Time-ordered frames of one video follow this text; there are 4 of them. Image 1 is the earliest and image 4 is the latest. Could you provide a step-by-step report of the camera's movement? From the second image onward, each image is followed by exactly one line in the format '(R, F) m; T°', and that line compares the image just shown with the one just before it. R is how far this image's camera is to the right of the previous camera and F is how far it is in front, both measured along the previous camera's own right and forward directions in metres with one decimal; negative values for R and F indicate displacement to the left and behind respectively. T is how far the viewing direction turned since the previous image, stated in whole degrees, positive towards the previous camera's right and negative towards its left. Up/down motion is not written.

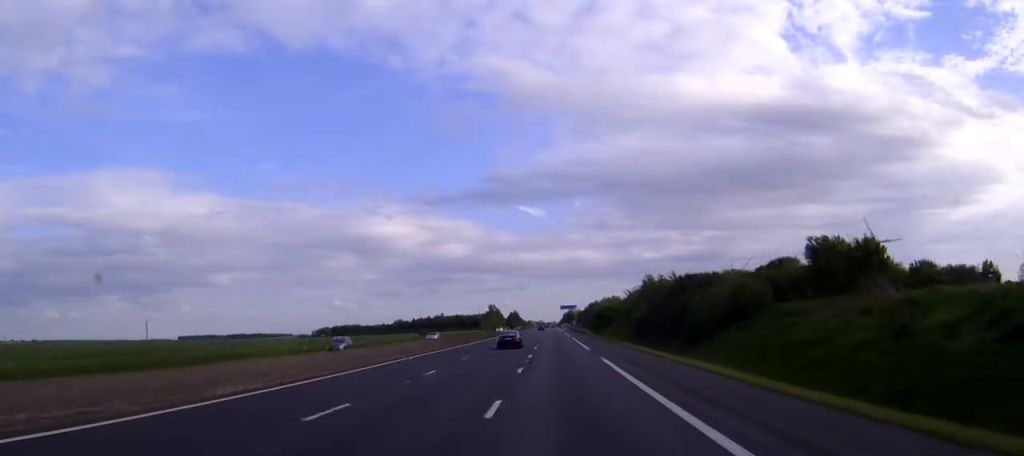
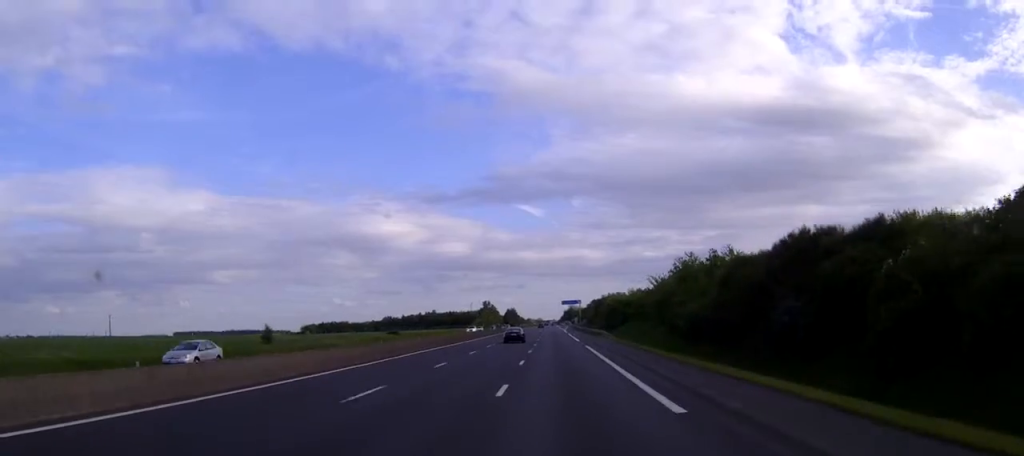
(0.0, +35.6) m; 0°
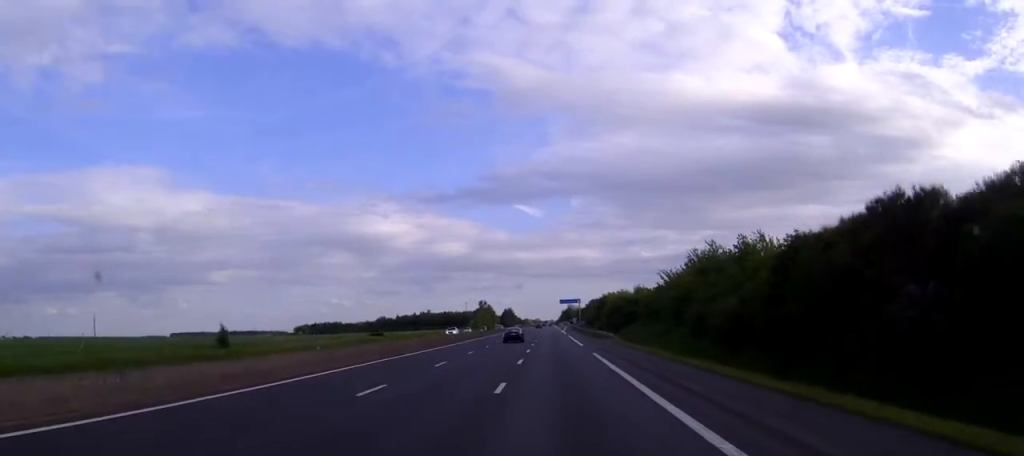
(0.0, +12.2) m; 0°
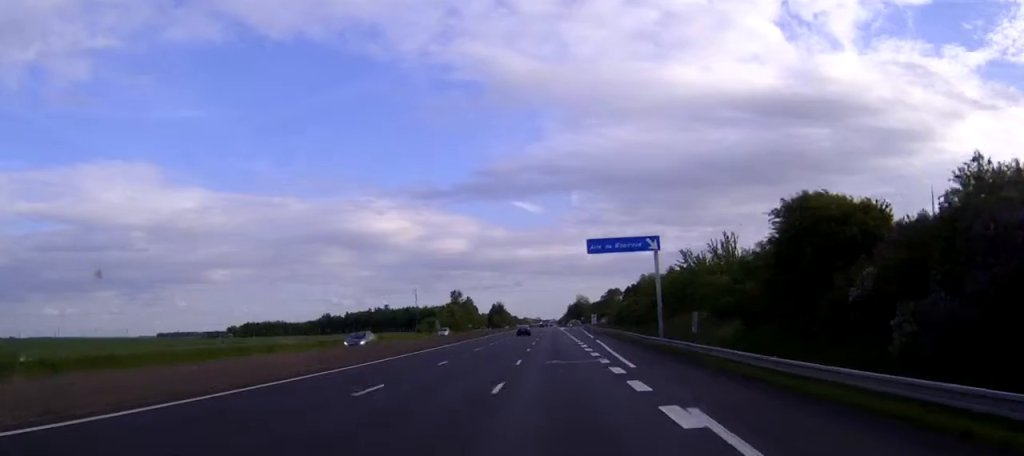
(-0.6, +129.5) m; 0°
